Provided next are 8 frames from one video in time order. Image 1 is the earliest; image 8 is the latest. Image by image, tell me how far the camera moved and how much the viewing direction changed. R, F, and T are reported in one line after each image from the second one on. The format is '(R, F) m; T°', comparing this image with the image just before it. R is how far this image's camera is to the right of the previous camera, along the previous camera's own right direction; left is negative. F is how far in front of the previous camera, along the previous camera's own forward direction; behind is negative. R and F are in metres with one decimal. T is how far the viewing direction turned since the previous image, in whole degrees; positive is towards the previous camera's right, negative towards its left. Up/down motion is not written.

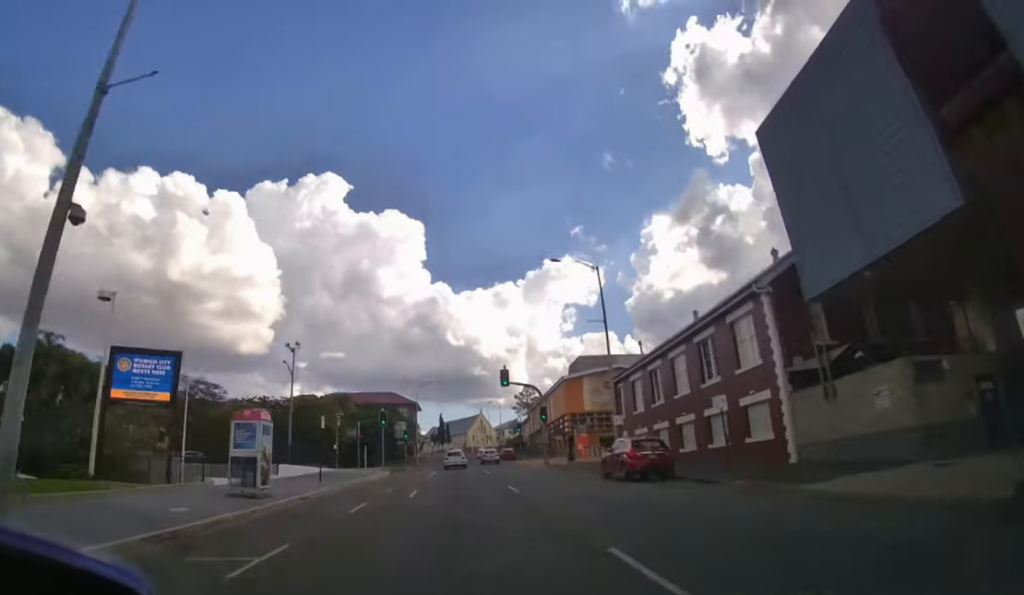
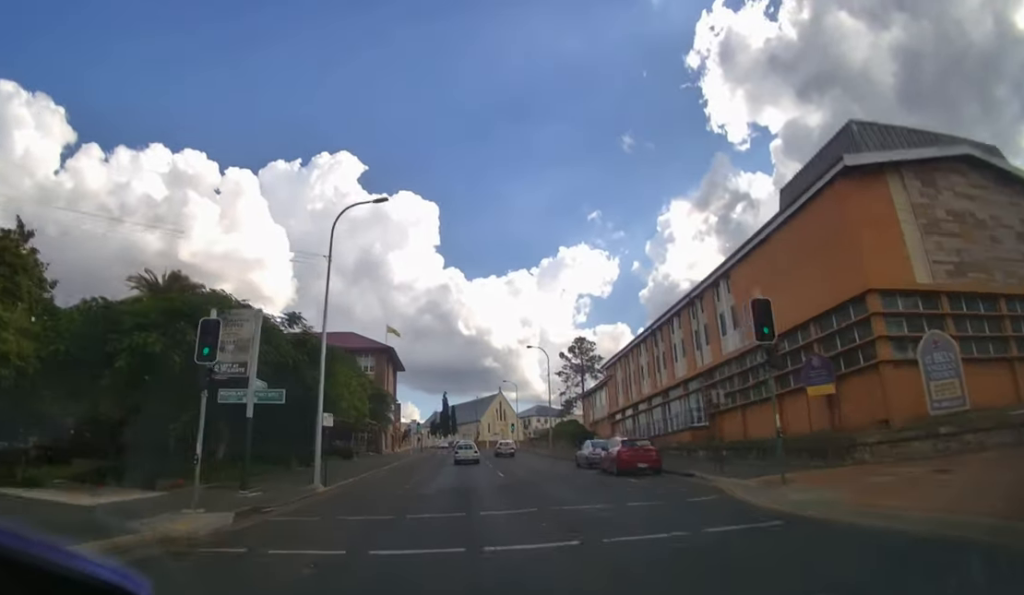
(+0.4, +49.8) m; 0°
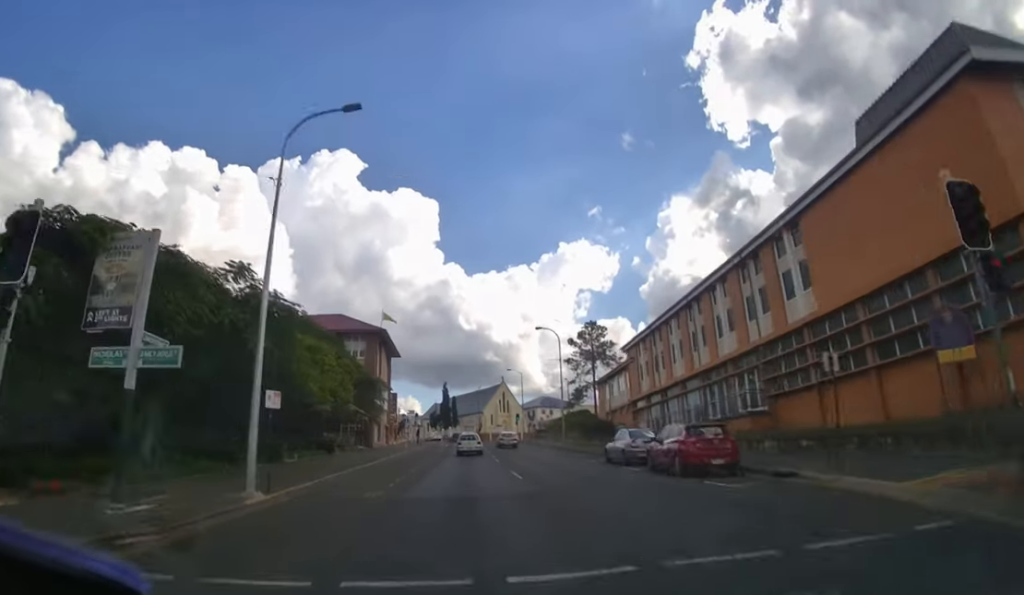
(0.0, +6.2) m; 0°
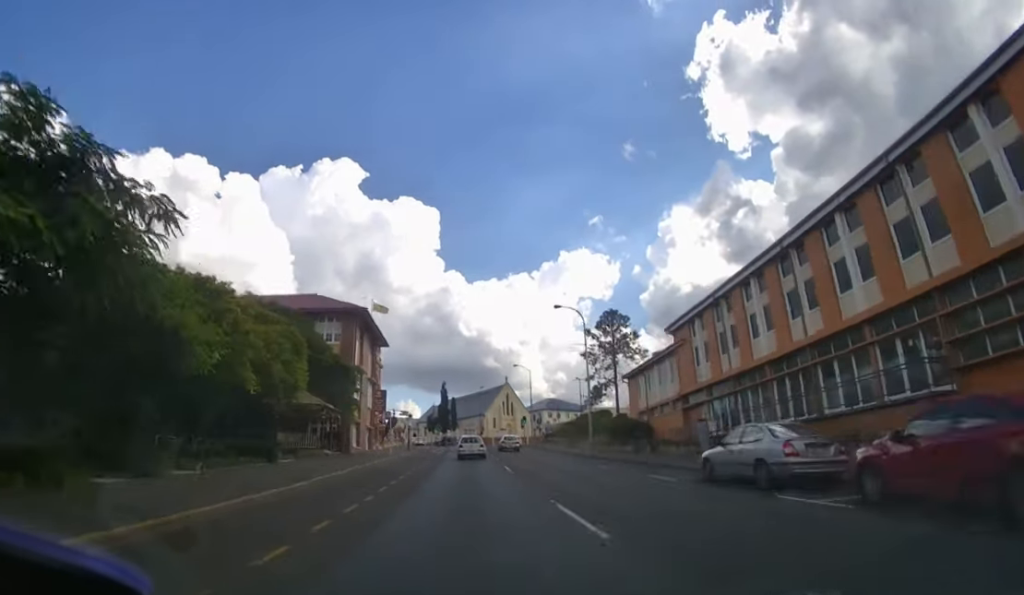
(0.0, +10.0) m; 0°
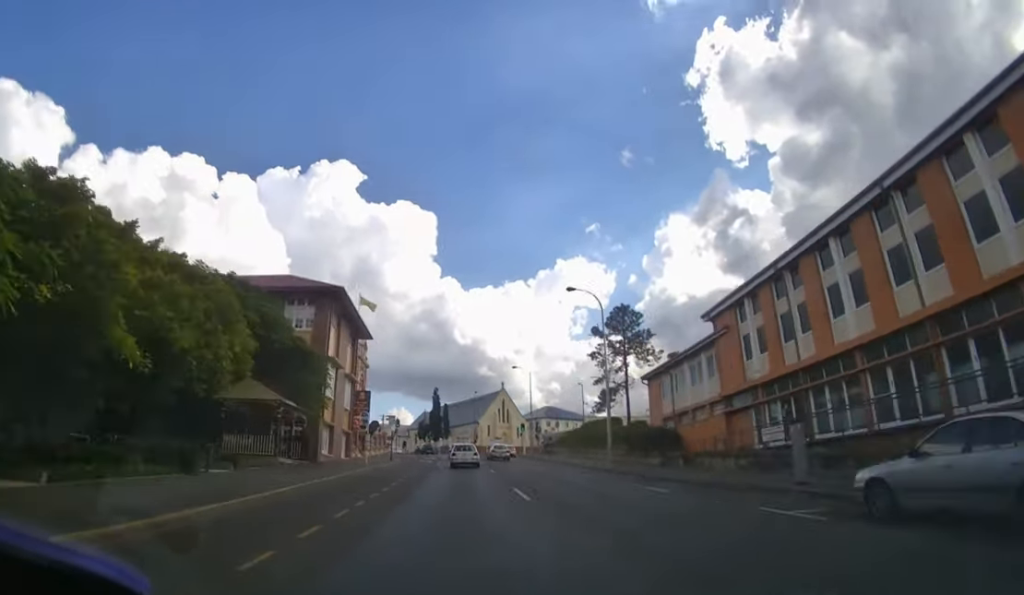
(0.0, +6.4) m; 0°
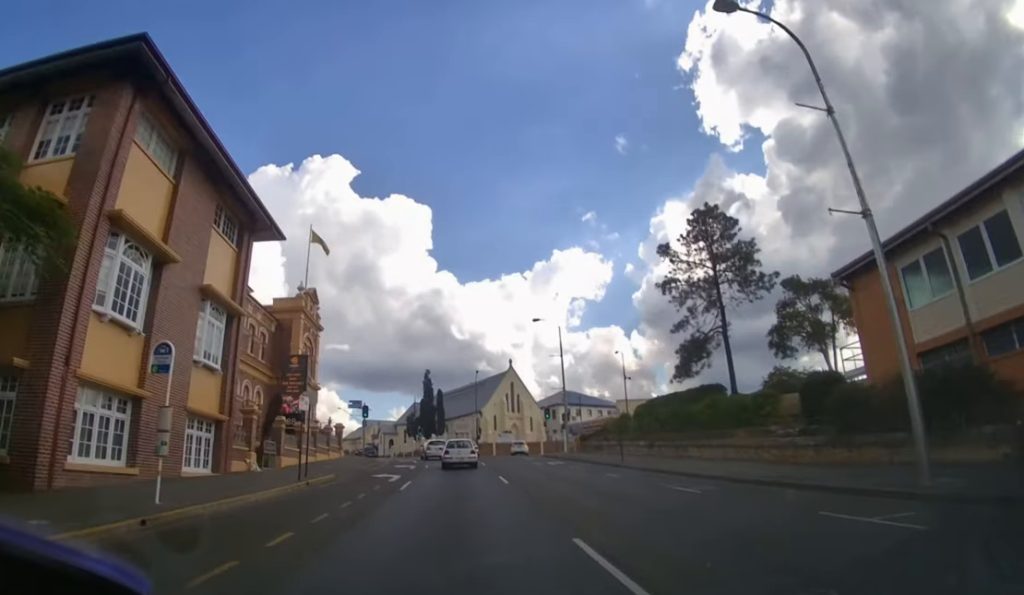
(+0.1, +20.8) m; 0°
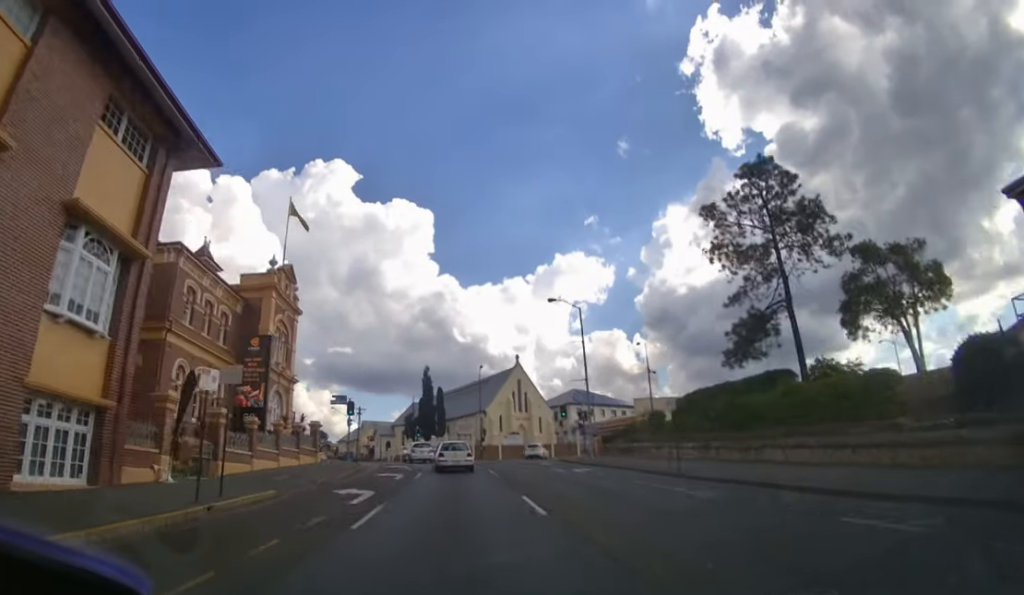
(0.0, +6.8) m; 0°
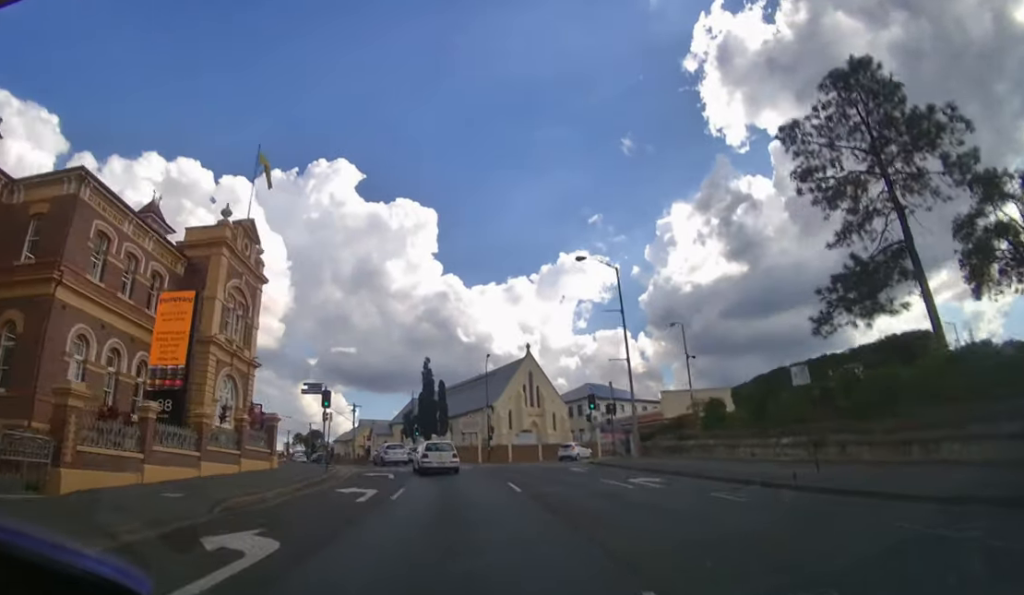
(0.0, +7.3) m; -1°
